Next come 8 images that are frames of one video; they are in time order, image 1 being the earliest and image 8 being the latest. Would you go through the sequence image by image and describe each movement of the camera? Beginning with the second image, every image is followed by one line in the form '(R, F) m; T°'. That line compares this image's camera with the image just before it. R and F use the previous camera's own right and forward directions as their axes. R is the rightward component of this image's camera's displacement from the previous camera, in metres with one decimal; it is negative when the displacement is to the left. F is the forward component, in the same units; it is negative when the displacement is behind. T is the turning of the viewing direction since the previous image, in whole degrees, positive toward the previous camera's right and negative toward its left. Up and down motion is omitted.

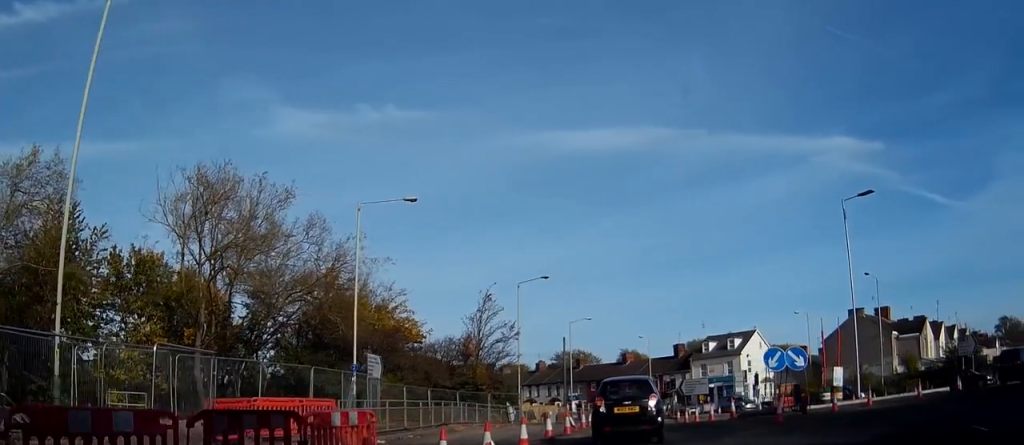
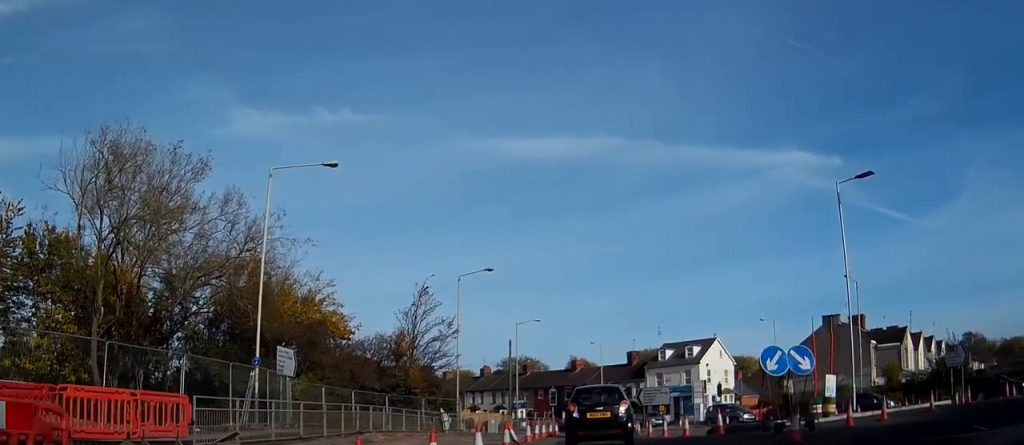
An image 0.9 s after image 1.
(+0.2, +5.5) m; +3°
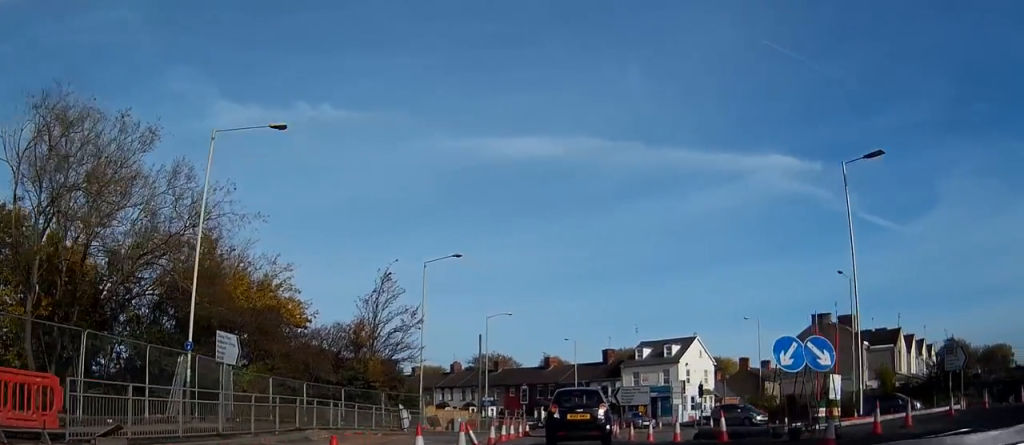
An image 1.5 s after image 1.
(+0.1, +3.5) m; +1°
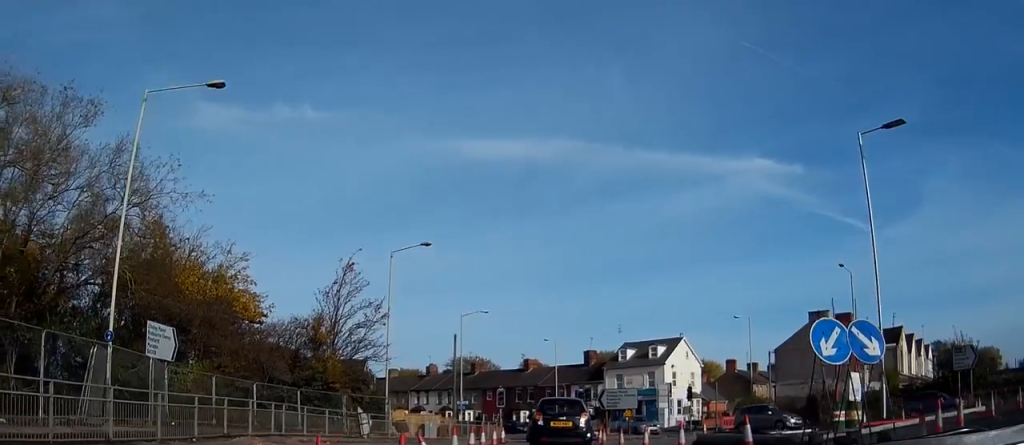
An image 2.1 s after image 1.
(0.0, +3.9) m; 0°
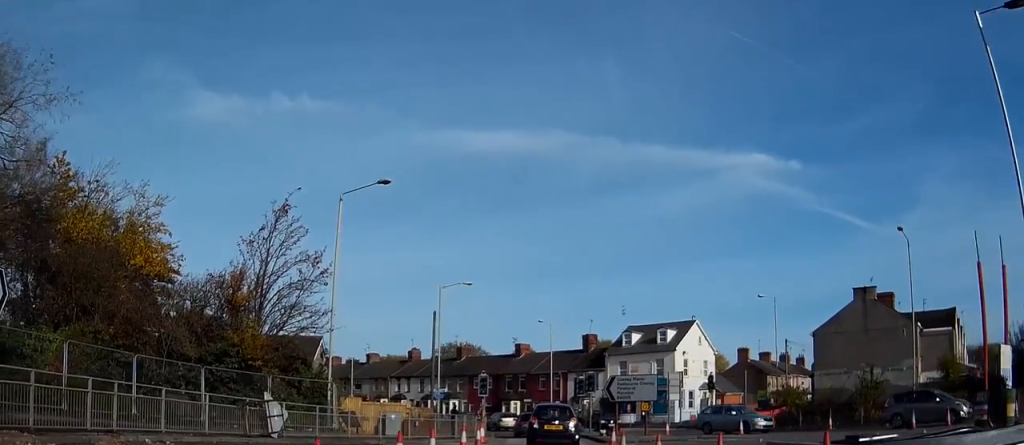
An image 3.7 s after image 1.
(0.0, +9.9) m; -1°
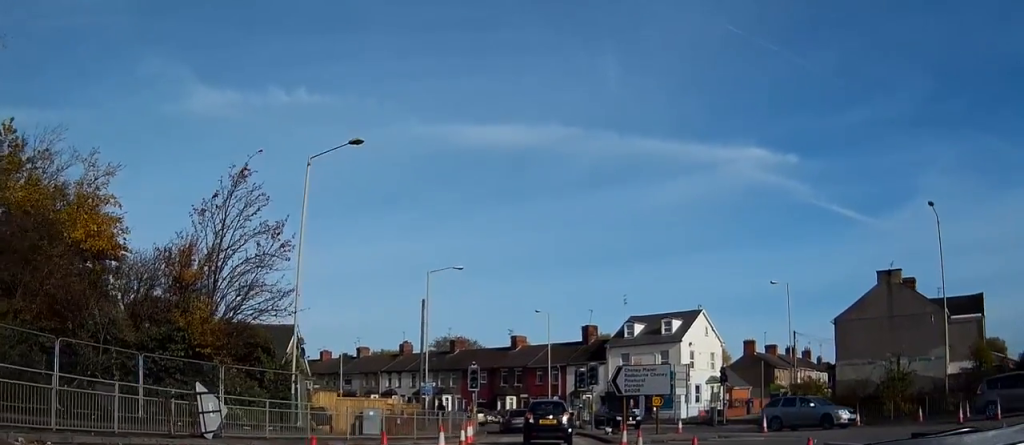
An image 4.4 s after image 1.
(-0.1, +4.3) m; 0°
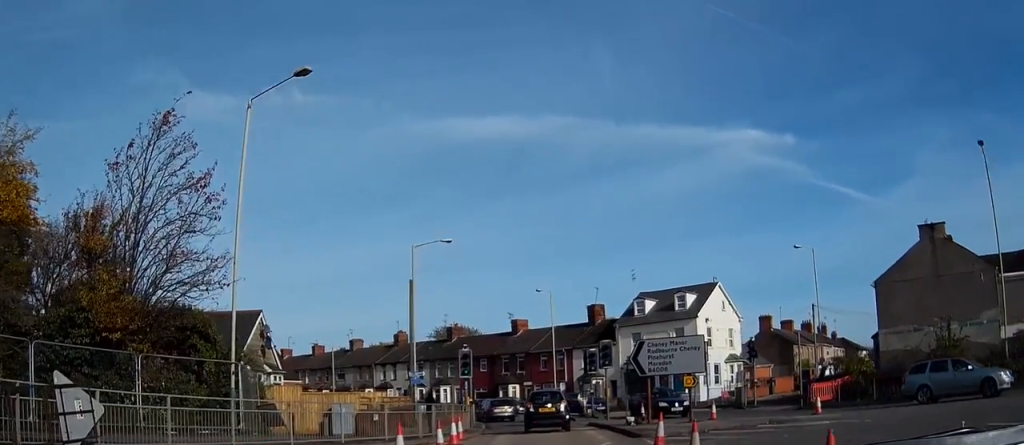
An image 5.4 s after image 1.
(+0.1, +6.0) m; +1°
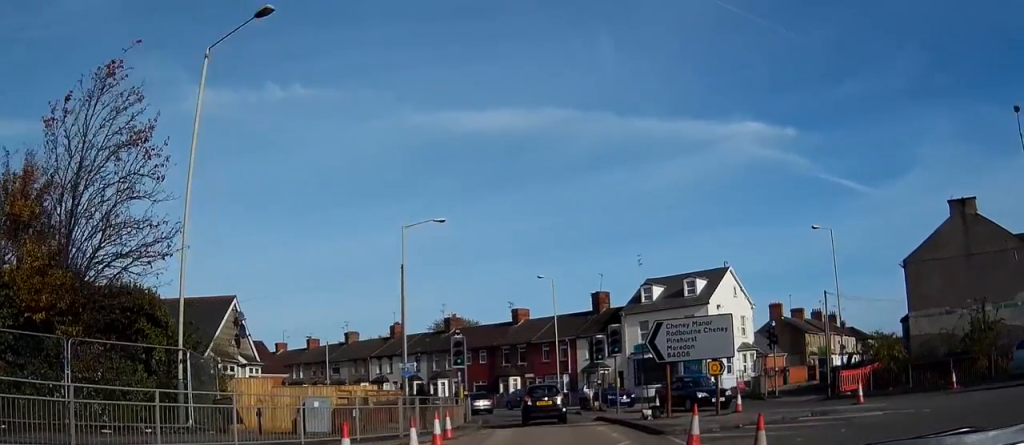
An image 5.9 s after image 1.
(0.0, +3.6) m; 0°
